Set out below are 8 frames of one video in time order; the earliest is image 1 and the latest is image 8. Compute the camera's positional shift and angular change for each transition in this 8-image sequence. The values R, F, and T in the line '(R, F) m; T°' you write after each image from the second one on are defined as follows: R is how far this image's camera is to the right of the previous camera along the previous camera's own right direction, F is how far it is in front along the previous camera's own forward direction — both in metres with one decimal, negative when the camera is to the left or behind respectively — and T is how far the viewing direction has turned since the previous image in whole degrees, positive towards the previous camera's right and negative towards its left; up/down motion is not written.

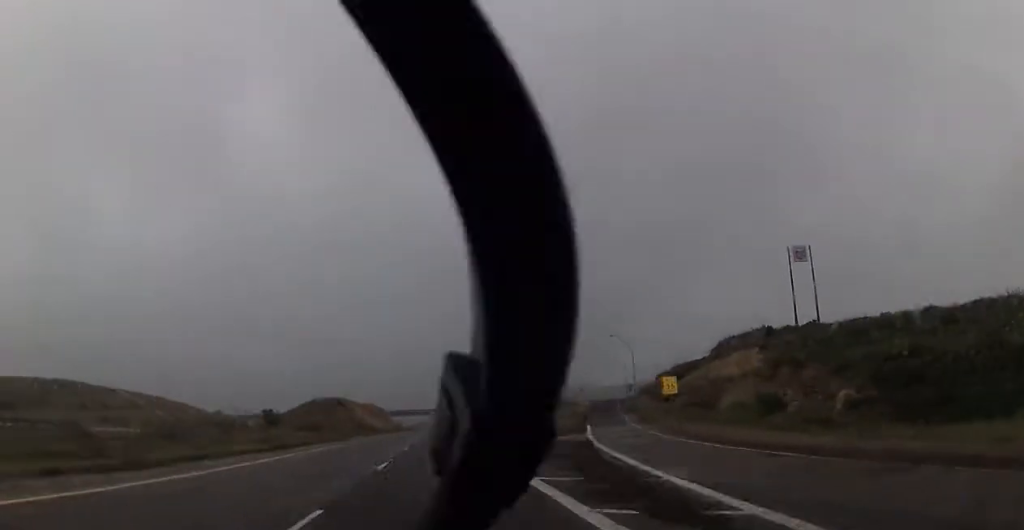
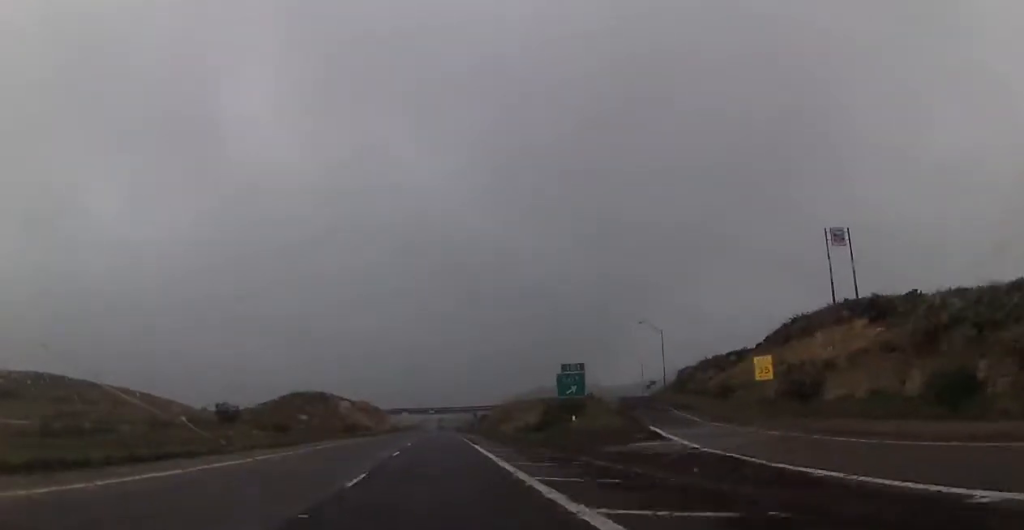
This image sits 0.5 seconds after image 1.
(0.0, +18.3) m; 0°
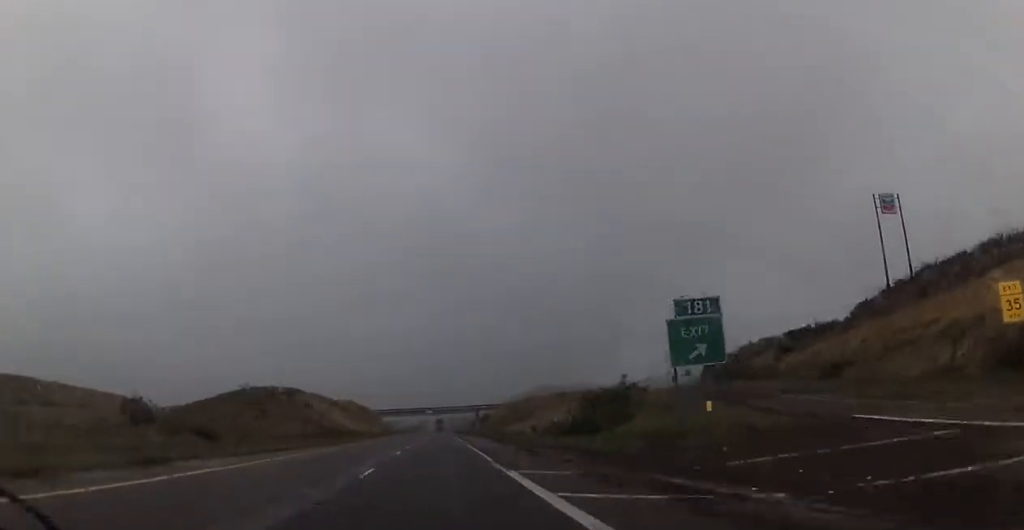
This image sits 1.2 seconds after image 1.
(0.0, +21.7) m; 0°
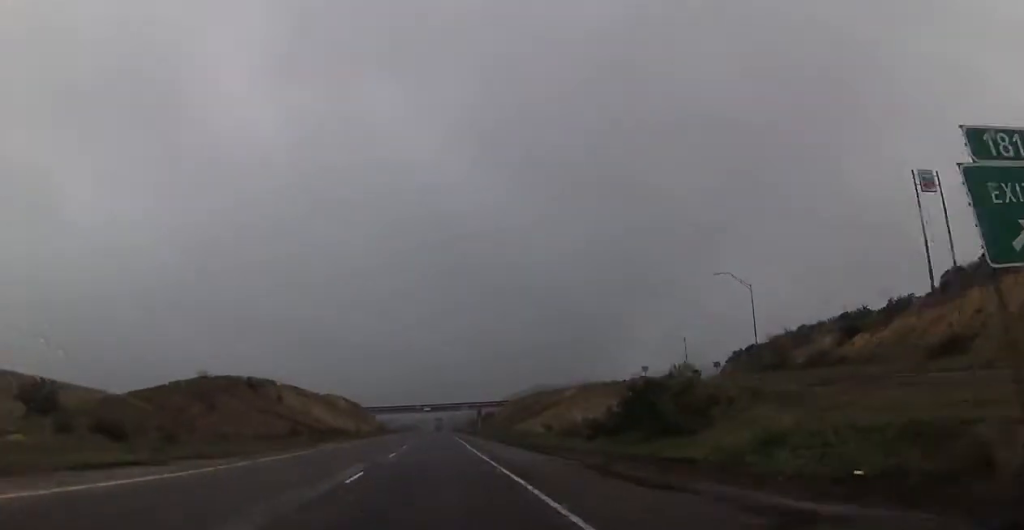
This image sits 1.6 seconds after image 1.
(0.0, +13.7) m; 0°
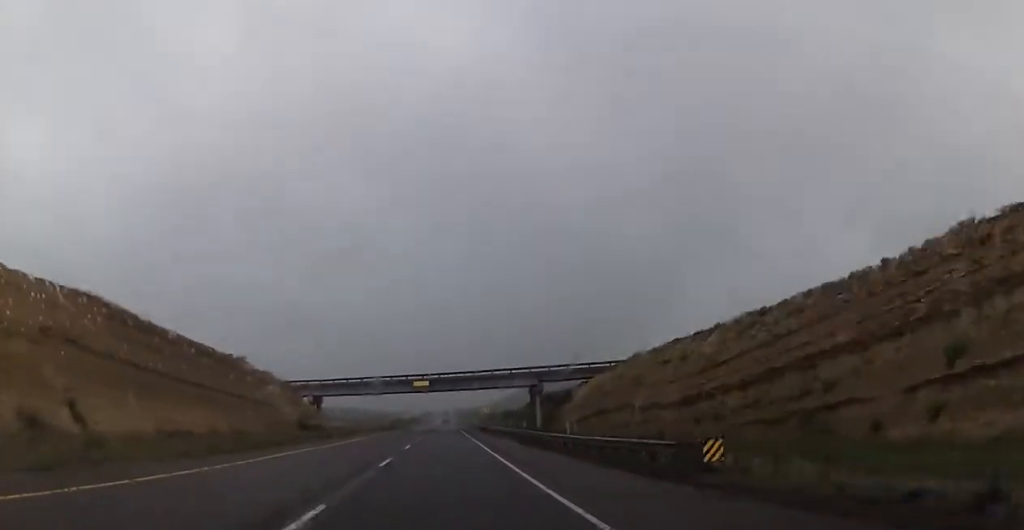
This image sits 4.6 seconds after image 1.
(-0.2, +105.3) m; 0°
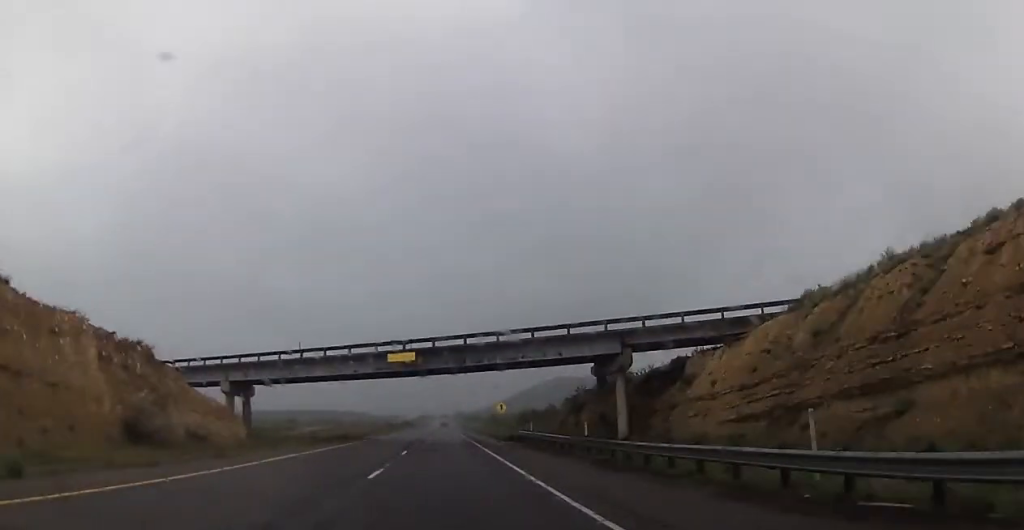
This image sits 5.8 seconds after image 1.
(-0.1, +40.1) m; 0°
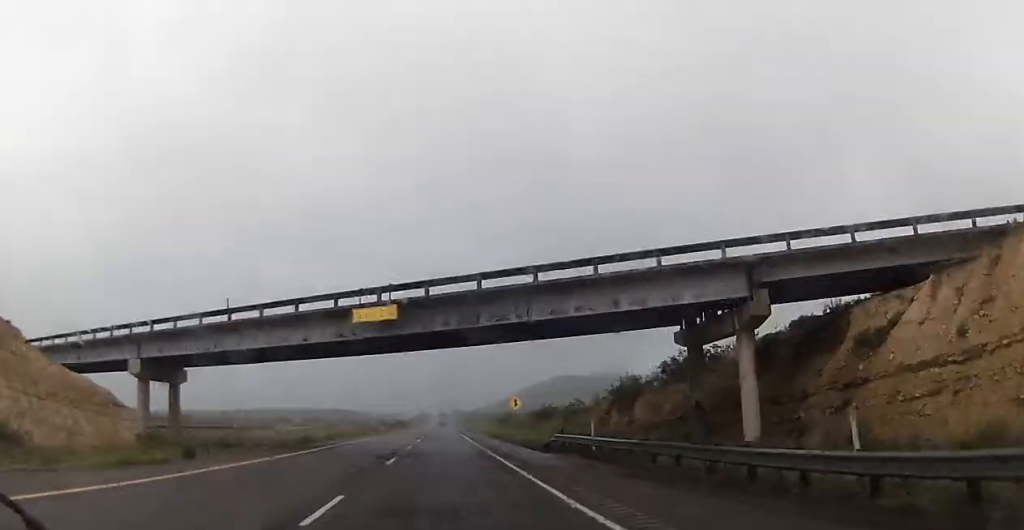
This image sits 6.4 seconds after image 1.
(-0.1, +19.5) m; 0°
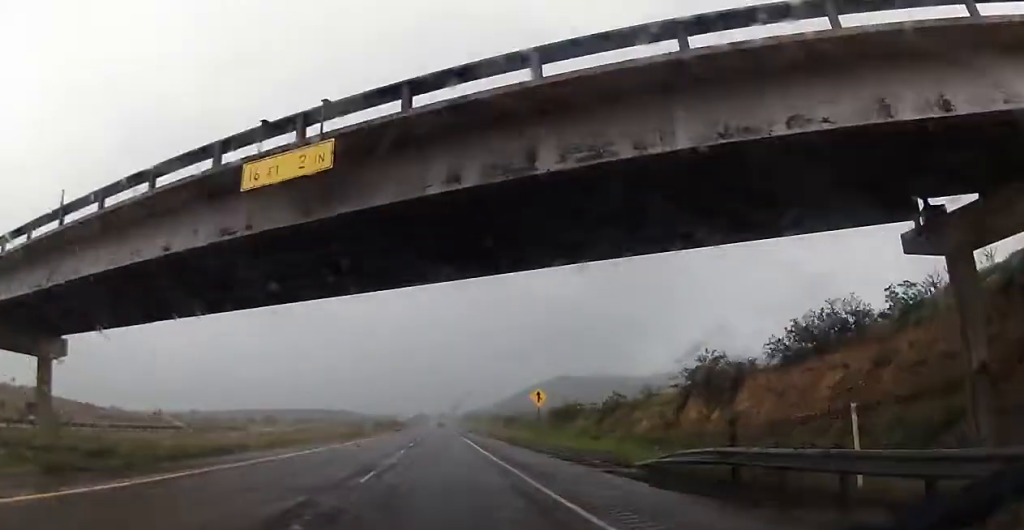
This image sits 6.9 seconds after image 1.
(+0.1, +18.3) m; 0°
